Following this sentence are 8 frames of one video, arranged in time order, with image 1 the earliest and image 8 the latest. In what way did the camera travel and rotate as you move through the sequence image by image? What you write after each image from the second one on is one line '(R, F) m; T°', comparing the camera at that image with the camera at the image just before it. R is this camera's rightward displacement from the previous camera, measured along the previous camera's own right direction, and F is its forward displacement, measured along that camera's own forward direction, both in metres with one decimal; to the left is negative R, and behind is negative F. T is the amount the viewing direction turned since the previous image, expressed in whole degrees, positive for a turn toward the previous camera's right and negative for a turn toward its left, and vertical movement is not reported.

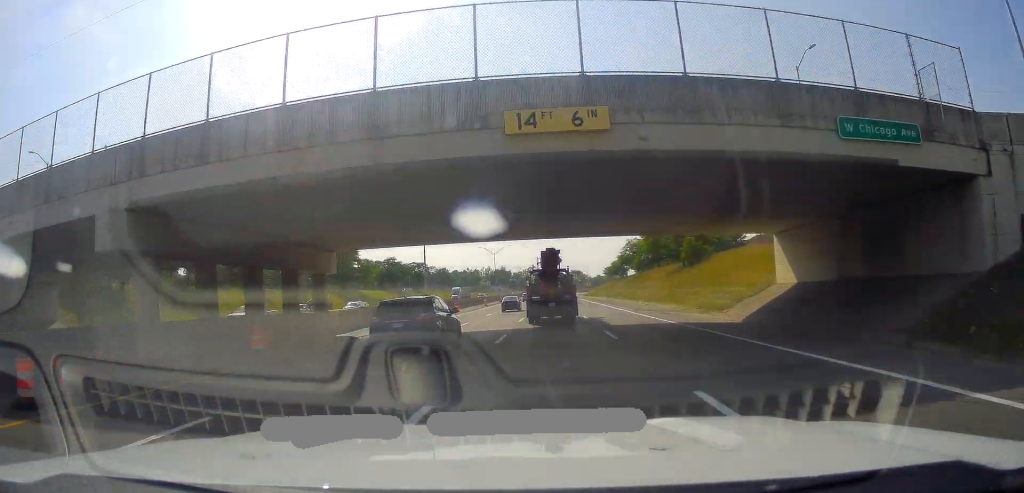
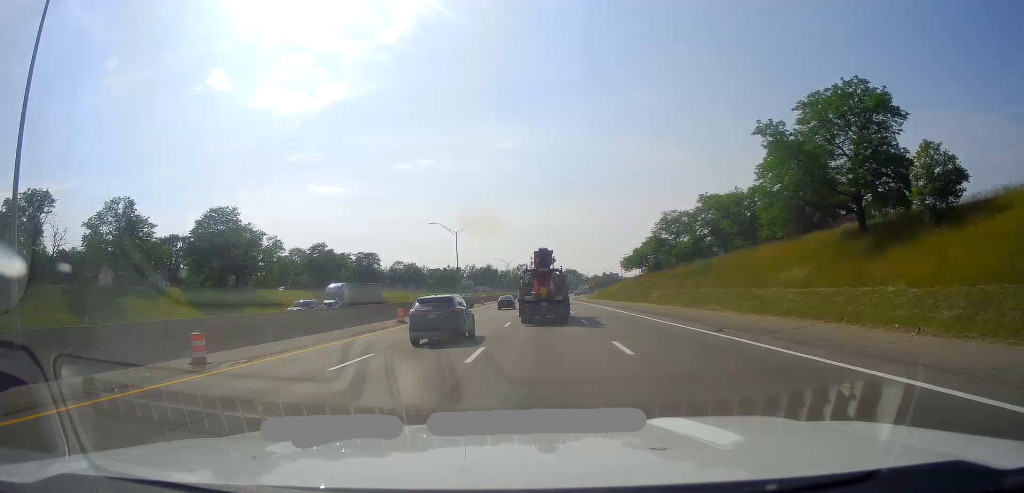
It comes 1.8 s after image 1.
(-0.4, +50.7) m; 0°
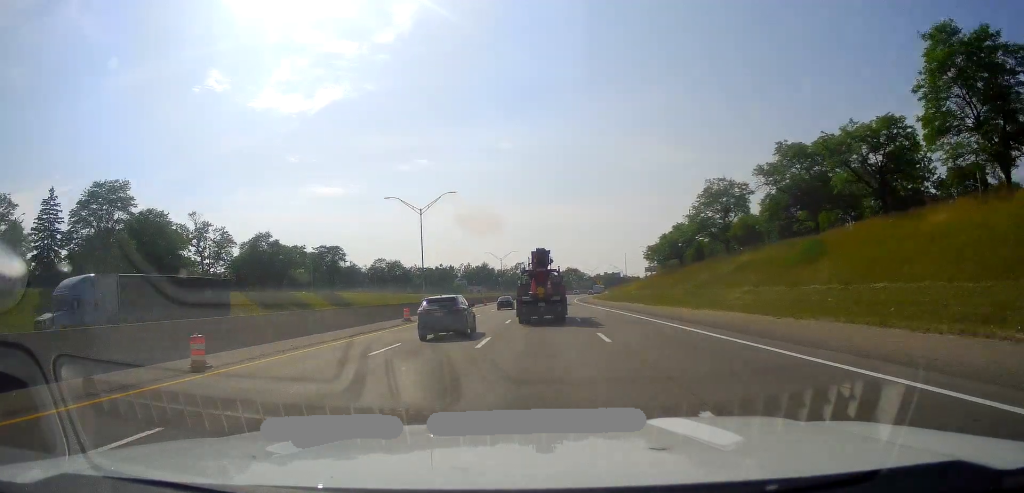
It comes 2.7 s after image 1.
(+0.2, +25.9) m; 0°
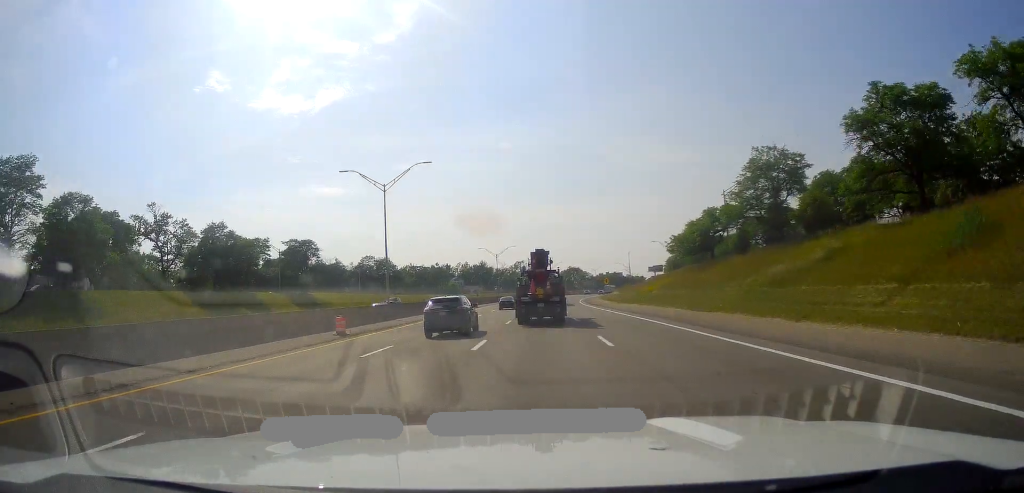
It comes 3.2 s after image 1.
(0.0, +15.4) m; 0°
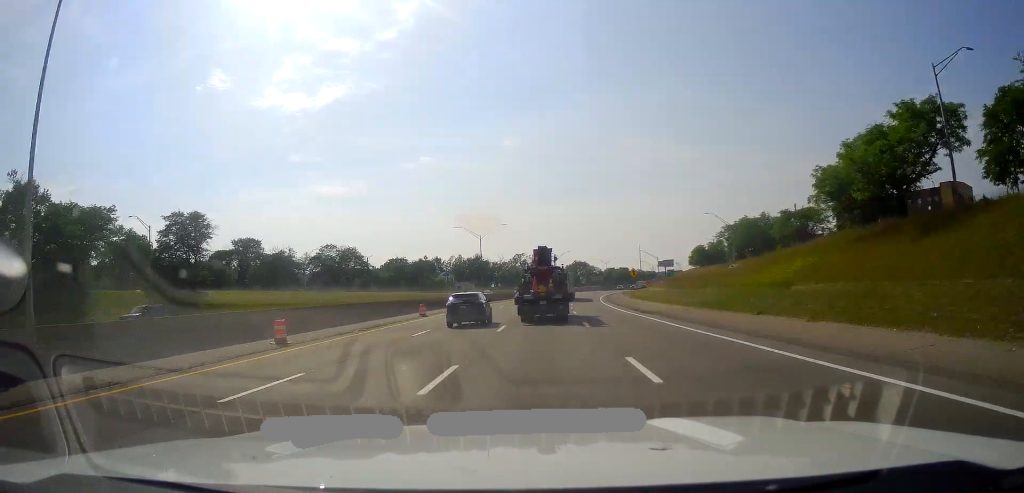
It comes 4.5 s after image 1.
(-0.1, +38.3) m; 0°
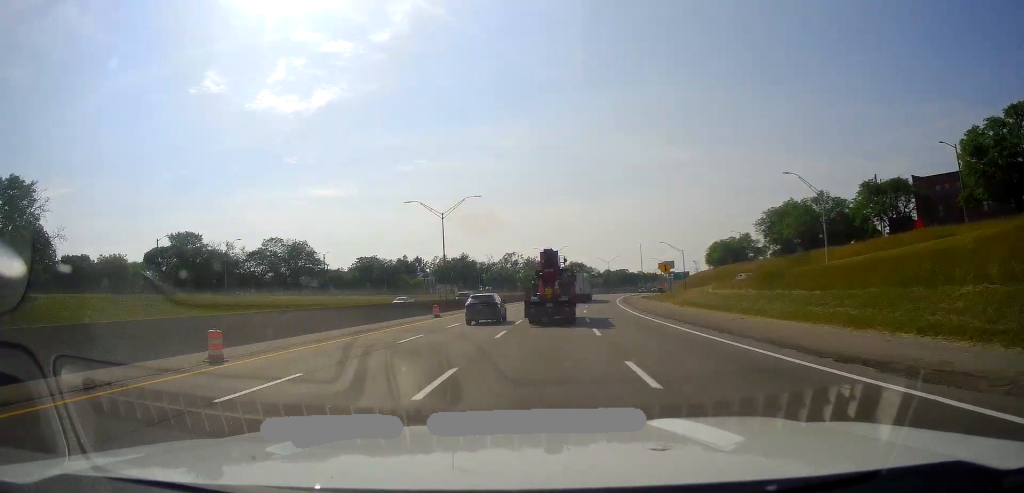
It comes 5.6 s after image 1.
(+0.2, +30.6) m; 0°
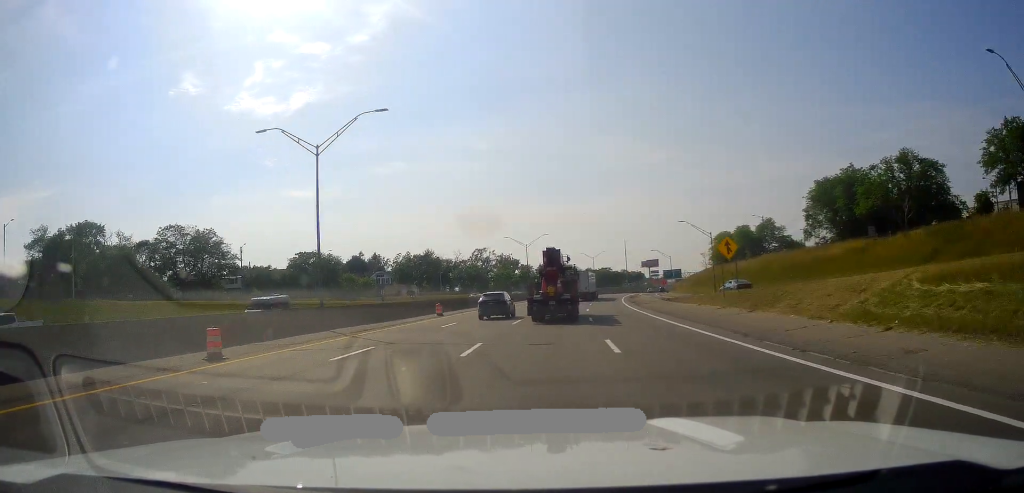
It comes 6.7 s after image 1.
(0.0, +31.3) m; +1°
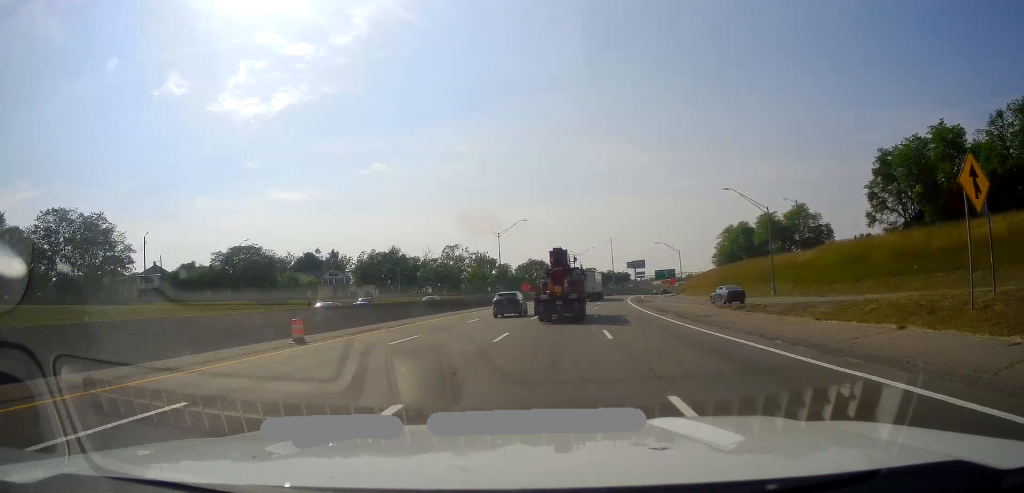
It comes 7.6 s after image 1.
(+0.5, +25.5) m; +2°
